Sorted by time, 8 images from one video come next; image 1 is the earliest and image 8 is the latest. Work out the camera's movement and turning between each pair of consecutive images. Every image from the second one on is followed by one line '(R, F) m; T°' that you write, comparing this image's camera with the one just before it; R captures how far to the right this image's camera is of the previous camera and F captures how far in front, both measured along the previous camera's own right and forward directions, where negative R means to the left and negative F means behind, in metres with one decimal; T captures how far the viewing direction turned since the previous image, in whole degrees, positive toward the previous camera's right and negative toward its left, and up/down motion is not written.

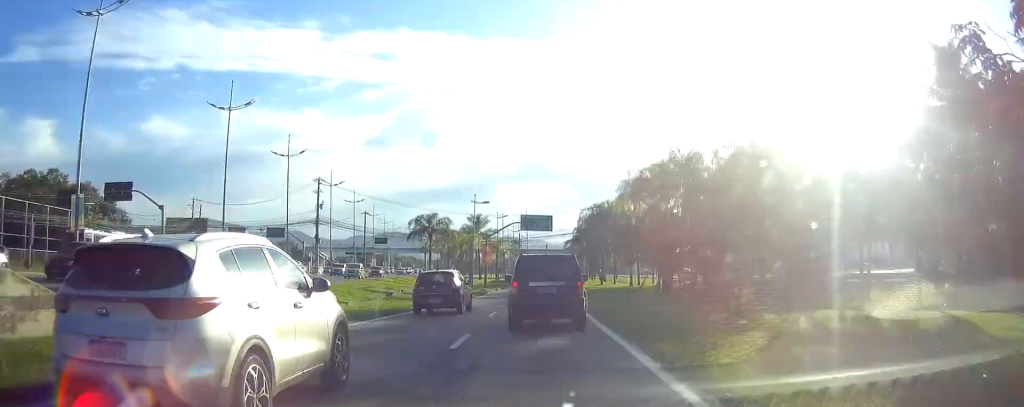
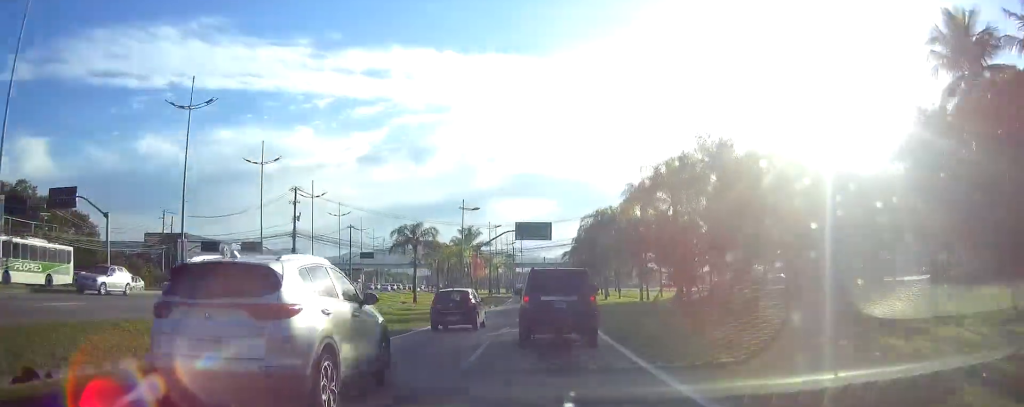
(0.0, +7.7) m; +1°
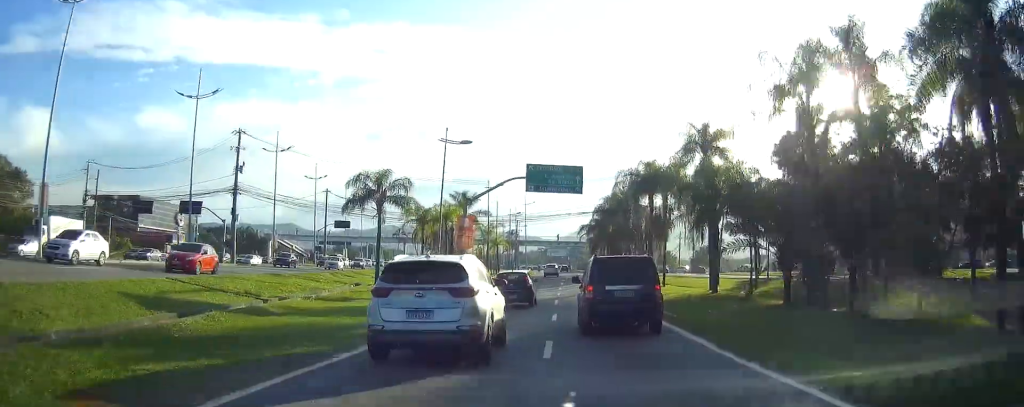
(+0.4, +20.7) m; +1°
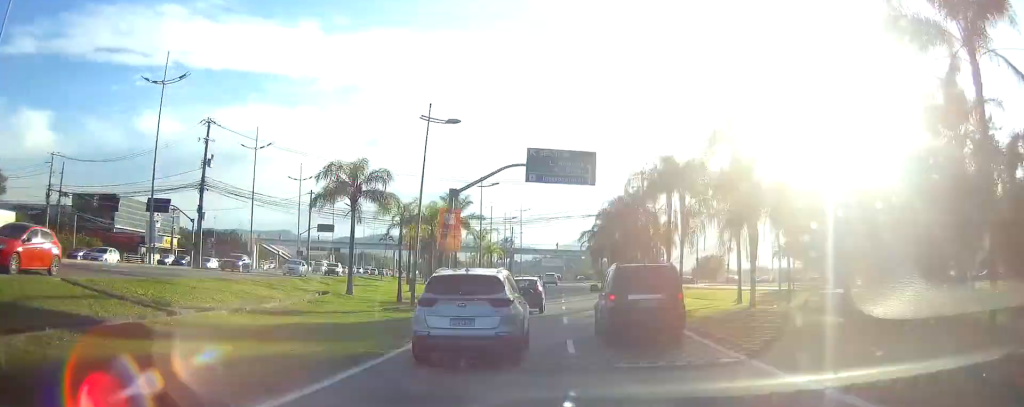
(0.0, +6.9) m; +1°
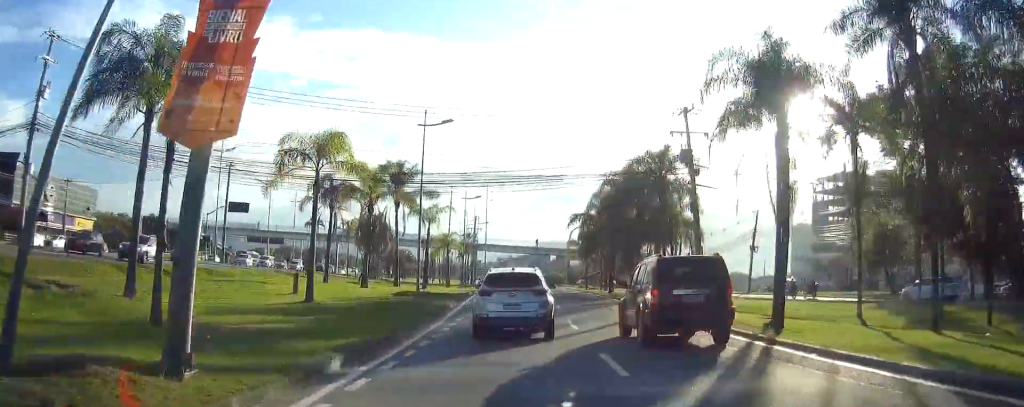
(+0.4, +22.3) m; +3°
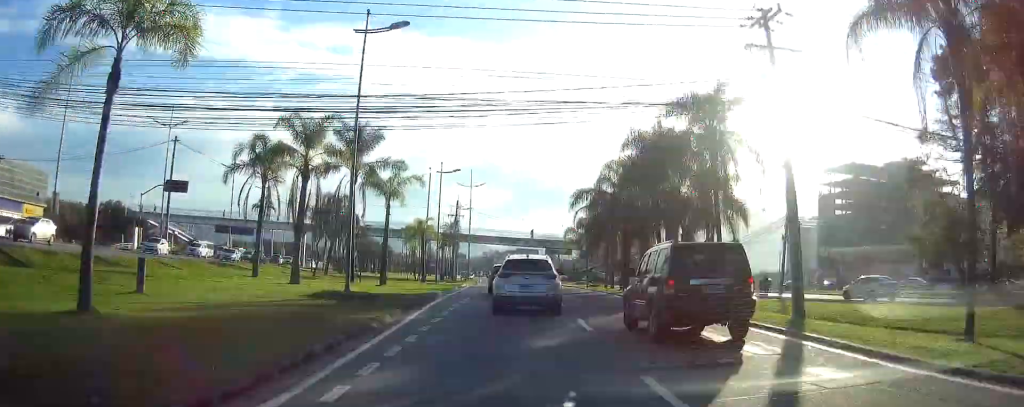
(+0.2, +13.1) m; +1°
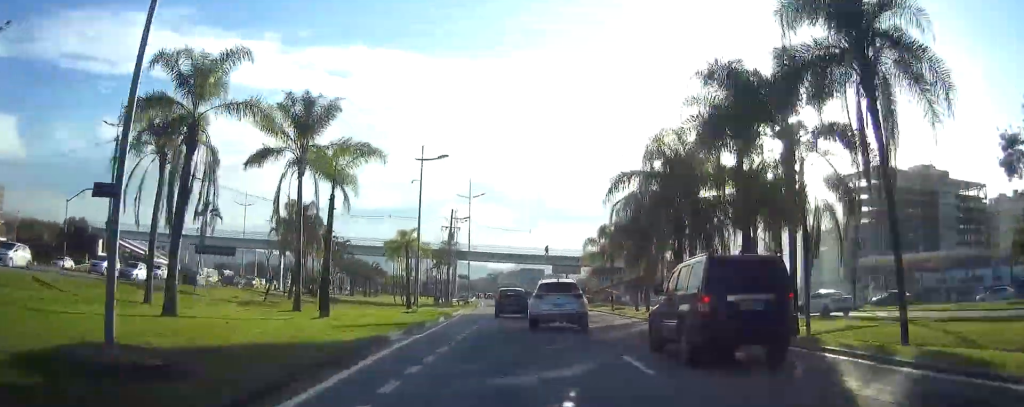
(0.0, +13.8) m; 0°
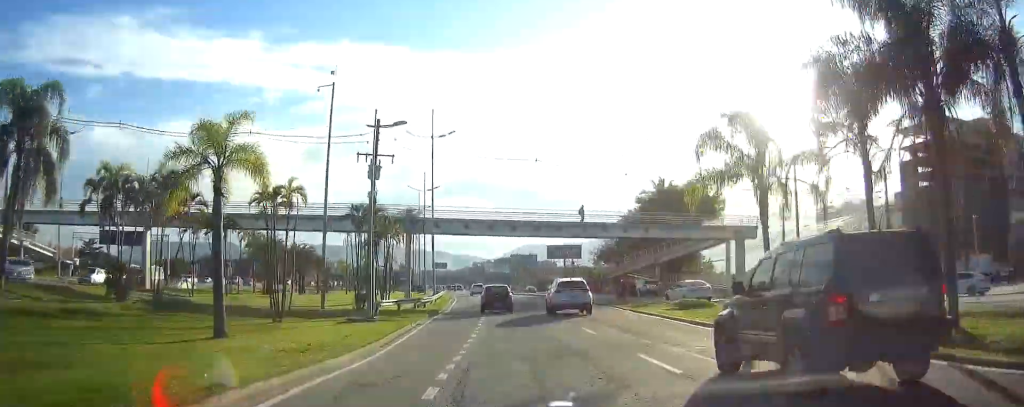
(+0.7, +36.6) m; +2°
